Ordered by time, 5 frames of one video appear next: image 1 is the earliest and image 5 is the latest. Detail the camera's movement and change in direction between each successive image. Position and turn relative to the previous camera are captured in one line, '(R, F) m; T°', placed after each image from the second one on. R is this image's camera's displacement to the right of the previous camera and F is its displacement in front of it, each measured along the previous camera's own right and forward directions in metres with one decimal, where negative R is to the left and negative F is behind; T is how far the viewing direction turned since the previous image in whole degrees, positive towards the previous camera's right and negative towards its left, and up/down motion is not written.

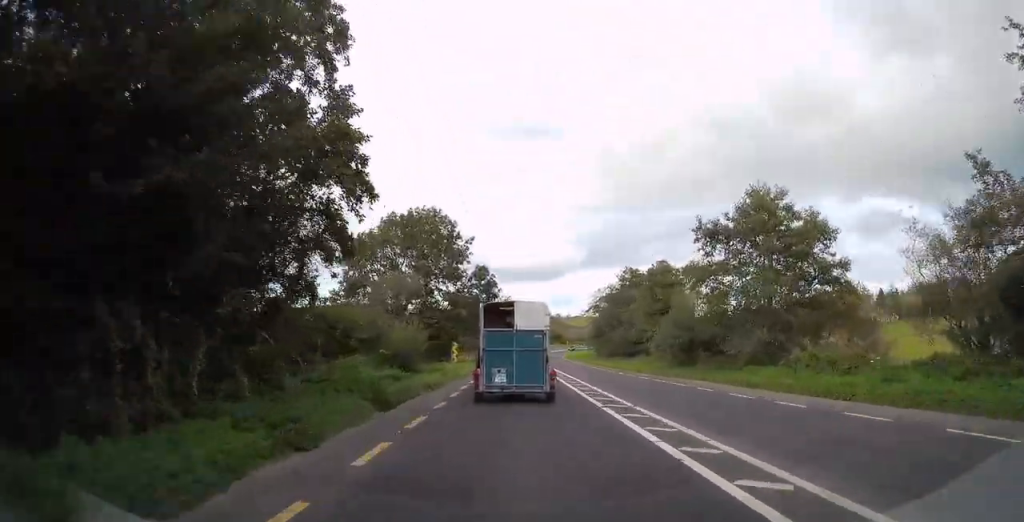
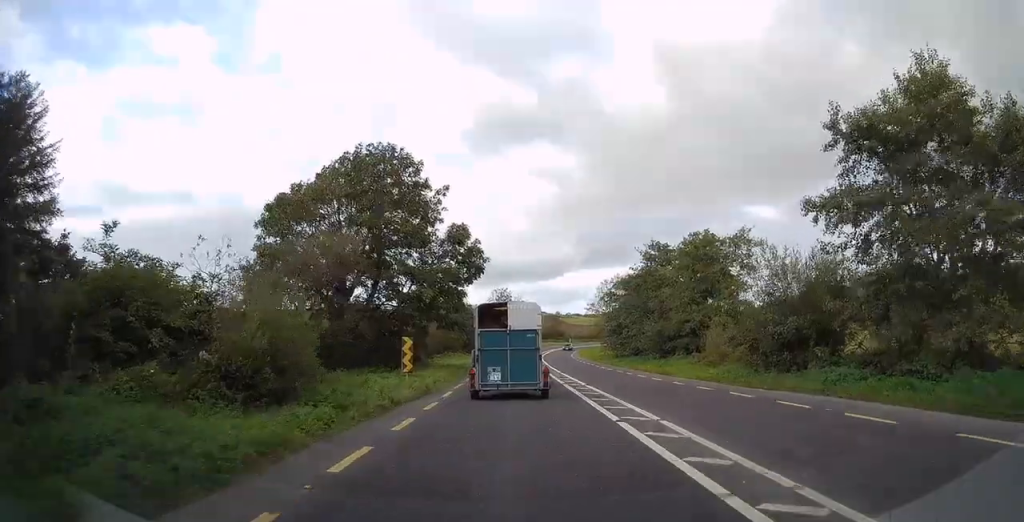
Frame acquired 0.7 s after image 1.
(-0.1, +13.7) m; -1°
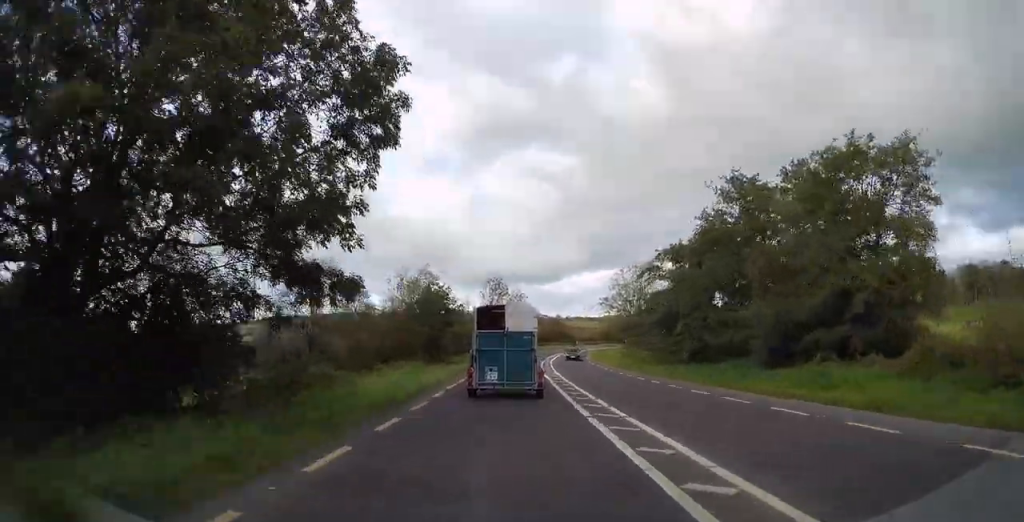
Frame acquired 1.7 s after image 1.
(-0.2, +18.9) m; 0°
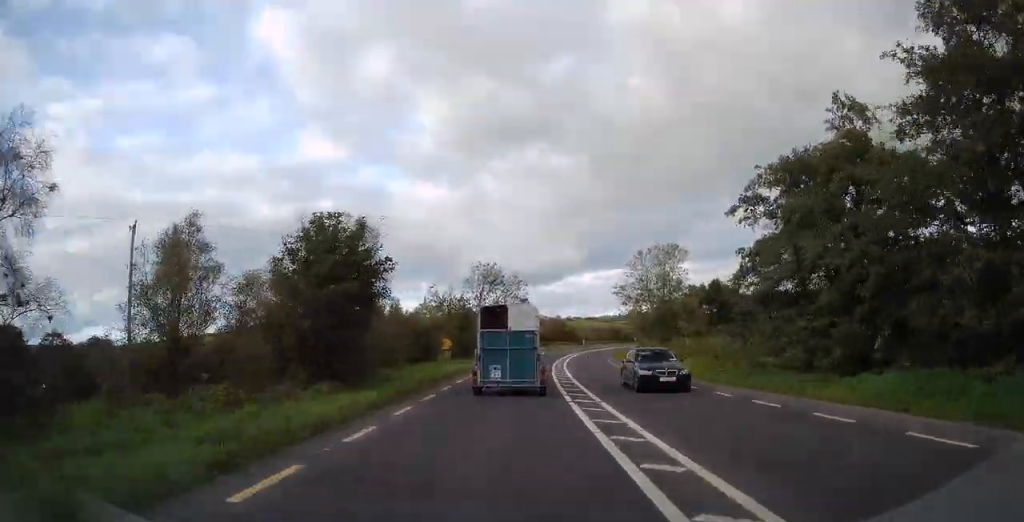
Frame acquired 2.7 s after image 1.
(+0.1, +15.9) m; +1°
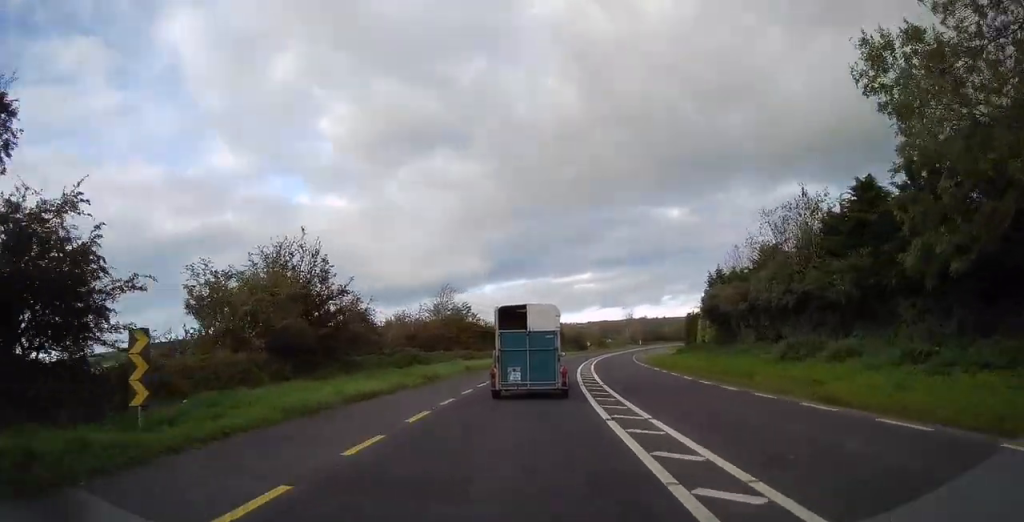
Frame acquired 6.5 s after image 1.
(+0.9, +72.8) m; +2°
